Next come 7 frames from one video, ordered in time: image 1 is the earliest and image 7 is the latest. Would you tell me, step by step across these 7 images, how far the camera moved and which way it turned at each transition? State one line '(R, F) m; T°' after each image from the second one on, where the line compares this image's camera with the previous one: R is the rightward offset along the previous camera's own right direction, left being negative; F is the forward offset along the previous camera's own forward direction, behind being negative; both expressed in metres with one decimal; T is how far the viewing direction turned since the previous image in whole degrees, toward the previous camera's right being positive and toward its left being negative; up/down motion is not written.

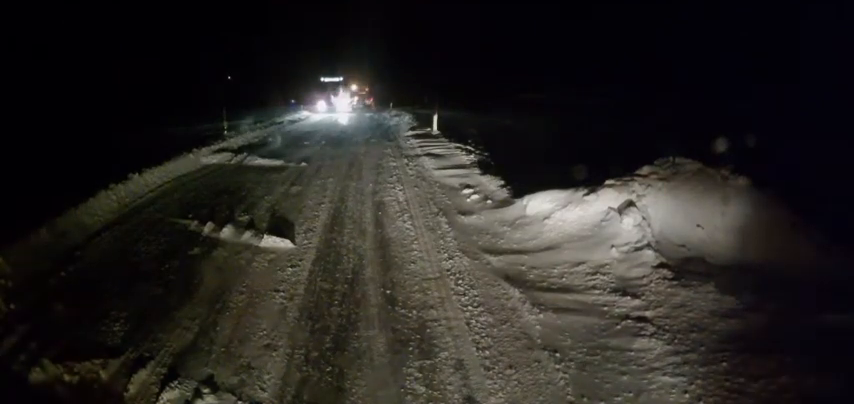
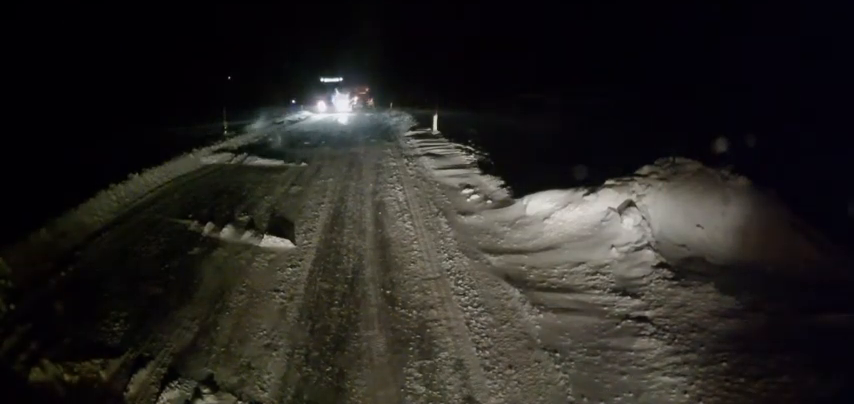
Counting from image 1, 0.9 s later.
(0.0, 0.0) m; 0°
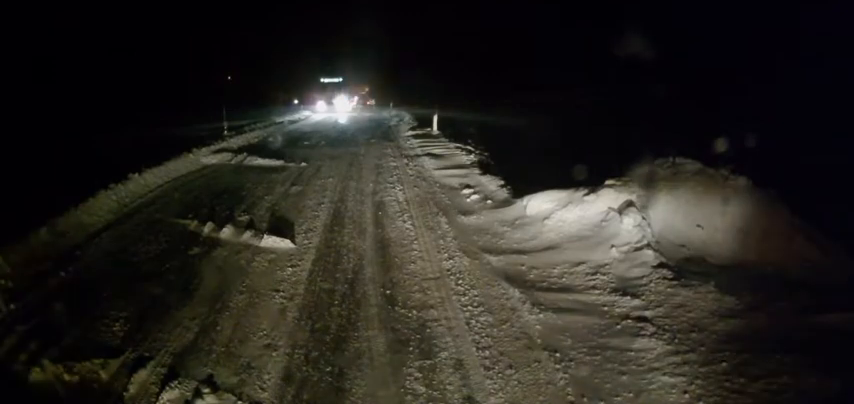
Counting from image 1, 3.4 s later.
(0.0, 0.0) m; 0°
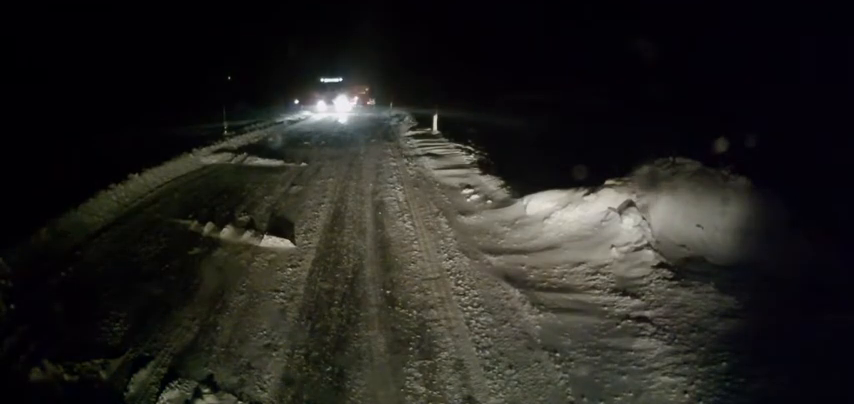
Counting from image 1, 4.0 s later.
(0.0, 0.0) m; 0°
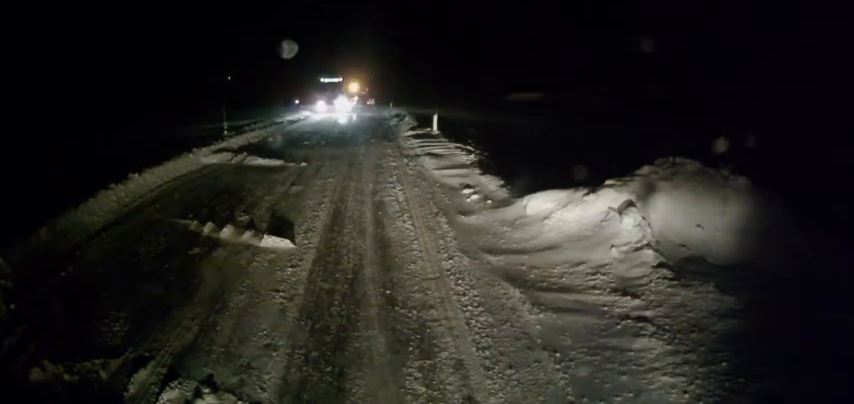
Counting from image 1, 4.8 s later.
(0.0, 0.0) m; 0°
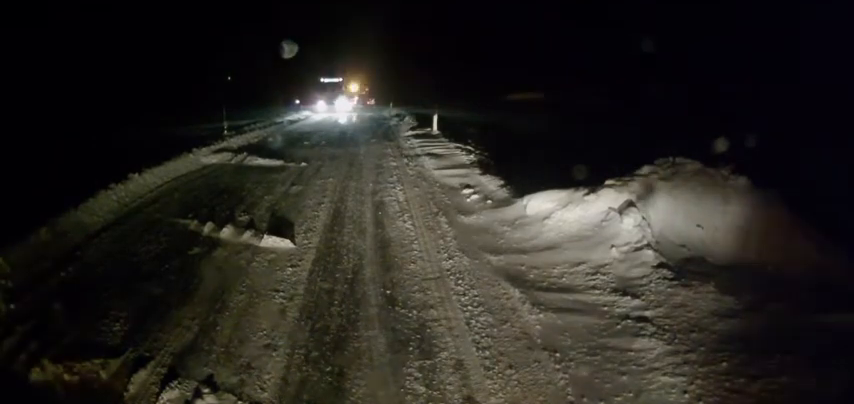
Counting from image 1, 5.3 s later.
(0.0, 0.0) m; 0°
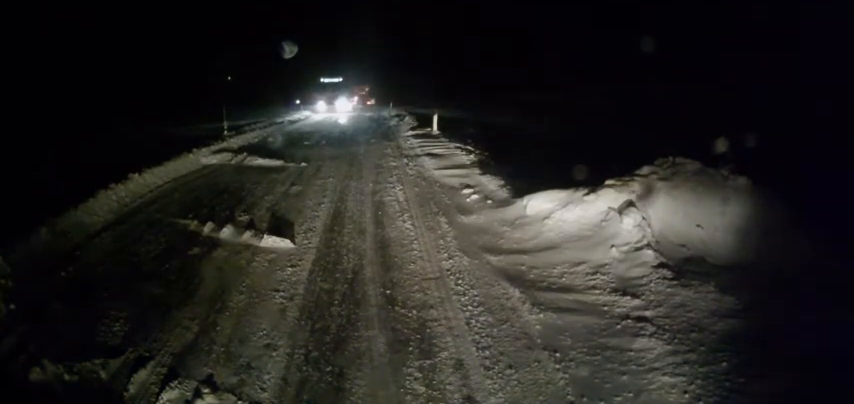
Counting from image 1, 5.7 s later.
(0.0, 0.0) m; 0°
